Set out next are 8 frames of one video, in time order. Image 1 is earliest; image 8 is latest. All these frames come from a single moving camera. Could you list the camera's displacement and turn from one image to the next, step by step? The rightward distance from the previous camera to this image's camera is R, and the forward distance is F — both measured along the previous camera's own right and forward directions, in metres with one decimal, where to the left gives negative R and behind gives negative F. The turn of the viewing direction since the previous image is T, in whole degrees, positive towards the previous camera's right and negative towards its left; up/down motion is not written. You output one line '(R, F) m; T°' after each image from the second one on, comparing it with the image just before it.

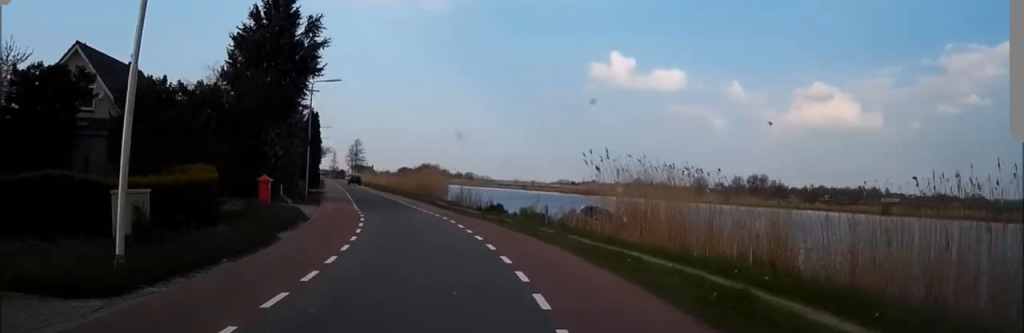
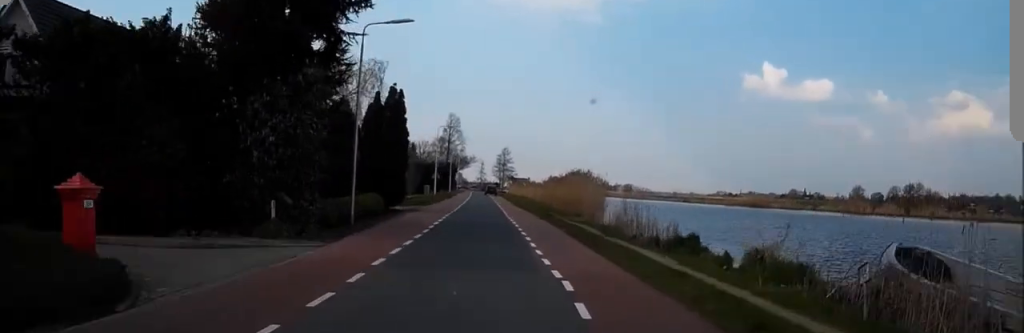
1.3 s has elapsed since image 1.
(-1.9, +16.0) m; -11°
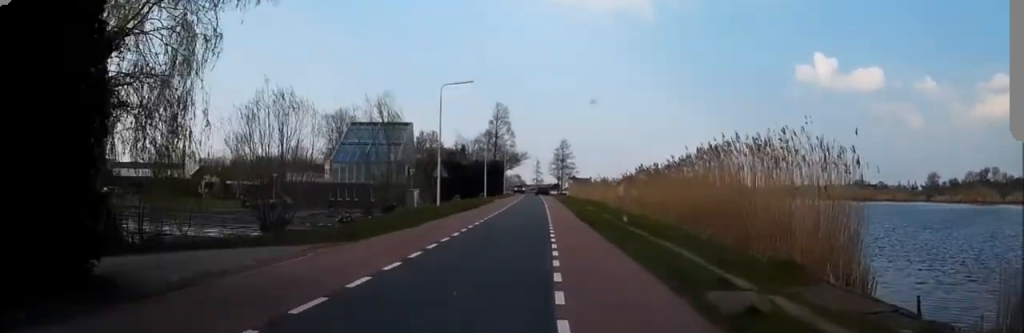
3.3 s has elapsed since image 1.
(-2.1, +25.4) m; -6°
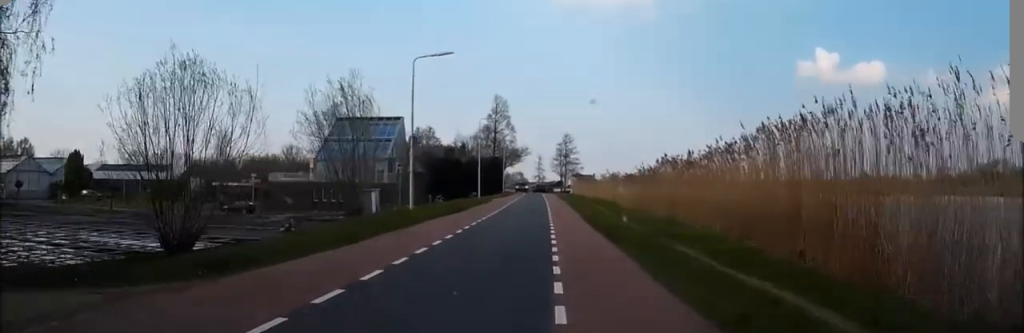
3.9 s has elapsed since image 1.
(0.0, +7.0) m; 0°
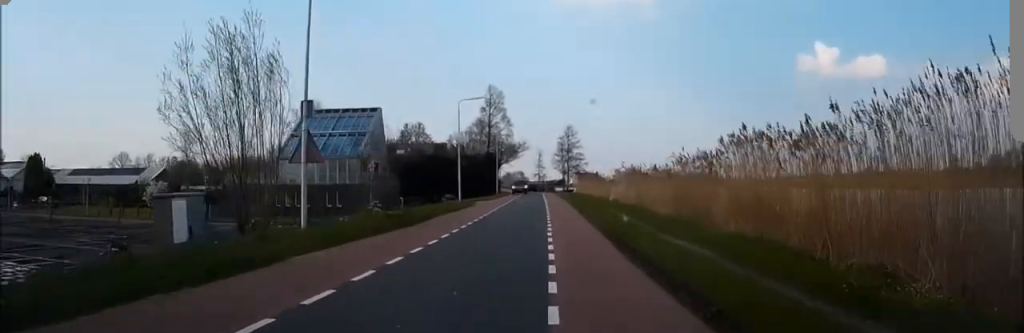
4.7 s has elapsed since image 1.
(0.0, +11.7) m; 0°
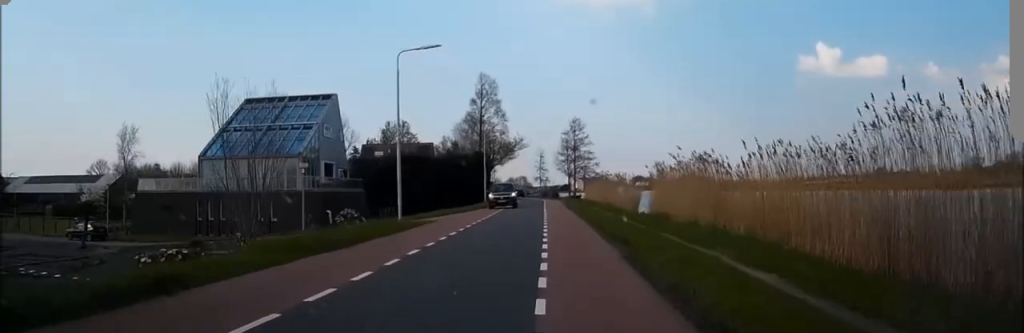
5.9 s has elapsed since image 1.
(0.0, +16.7) m; -1°
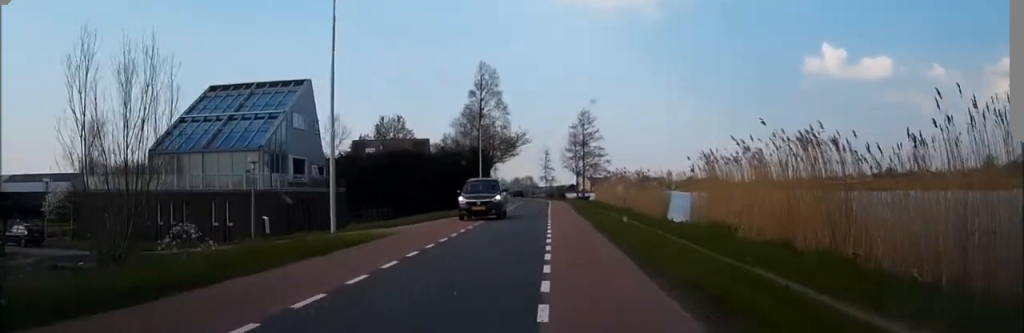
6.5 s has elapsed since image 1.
(-0.1, +8.1) m; -1°
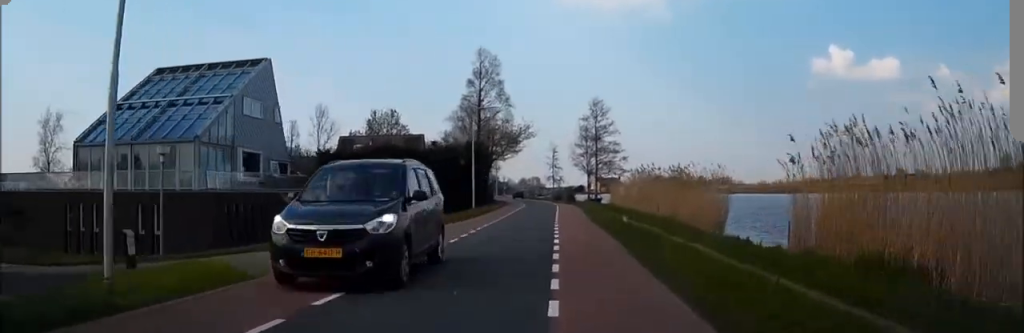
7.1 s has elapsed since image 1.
(-0.1, +9.2) m; 0°
